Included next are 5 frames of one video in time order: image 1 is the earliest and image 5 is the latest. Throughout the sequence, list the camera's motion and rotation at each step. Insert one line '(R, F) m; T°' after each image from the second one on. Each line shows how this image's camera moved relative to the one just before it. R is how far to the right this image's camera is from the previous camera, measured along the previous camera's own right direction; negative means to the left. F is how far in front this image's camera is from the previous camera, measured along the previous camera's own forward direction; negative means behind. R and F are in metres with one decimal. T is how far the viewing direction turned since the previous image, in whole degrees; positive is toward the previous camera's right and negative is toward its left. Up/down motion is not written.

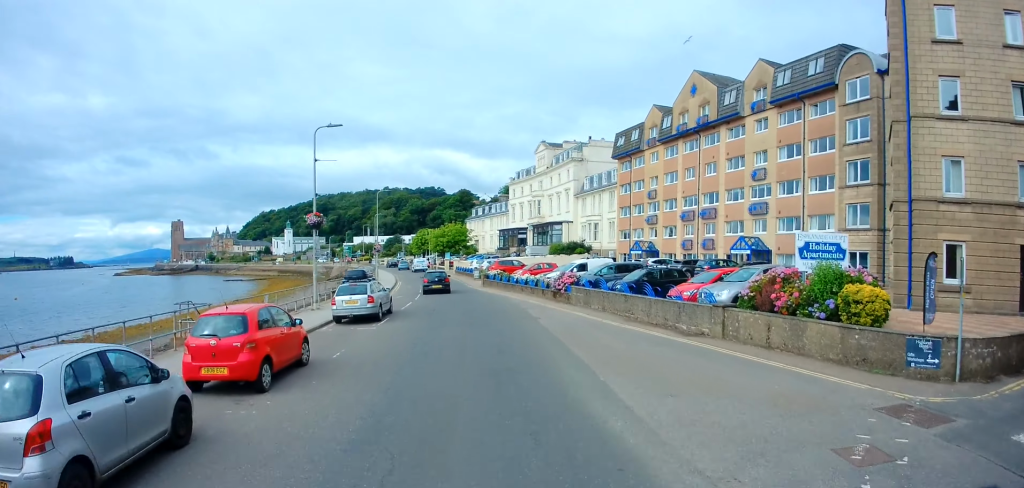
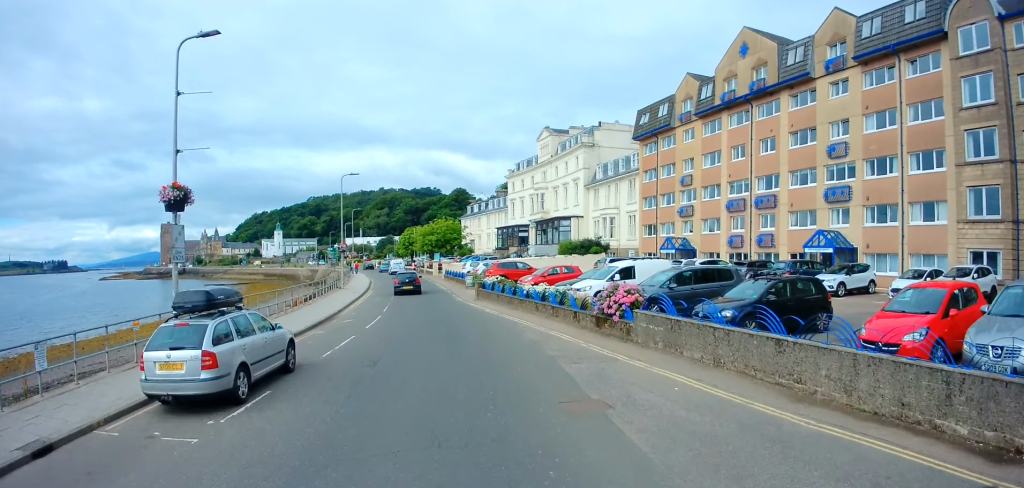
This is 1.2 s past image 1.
(-0.1, +10.3) m; -5°
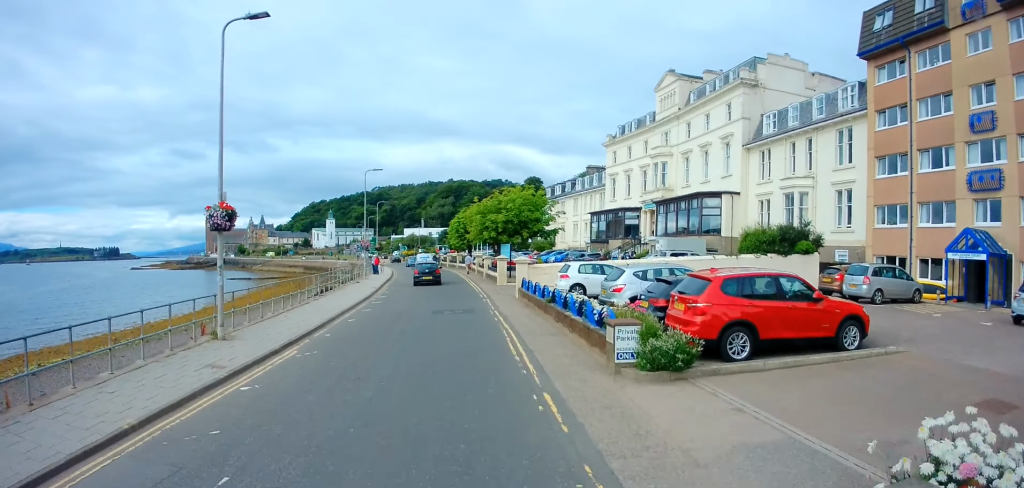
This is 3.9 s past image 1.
(-1.1, +24.9) m; -3°
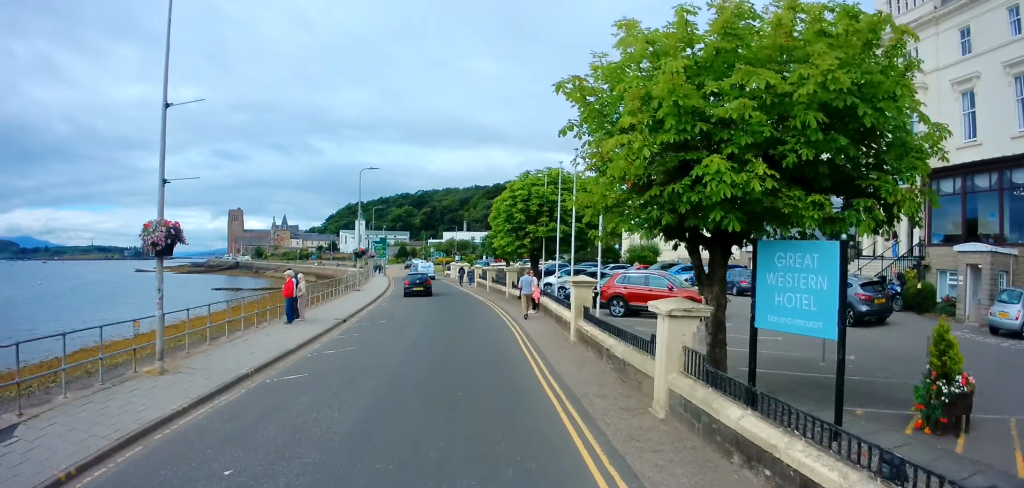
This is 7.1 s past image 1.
(-1.5, +32.9) m; -3°
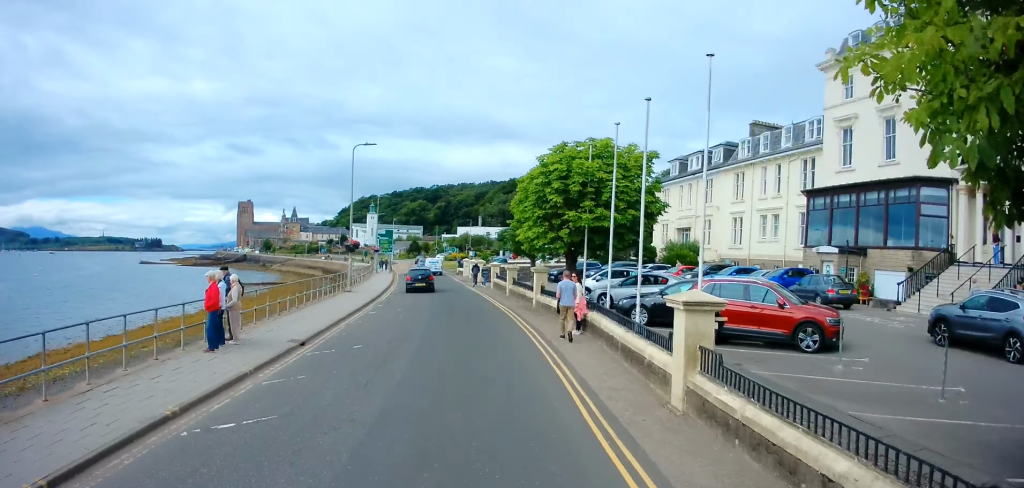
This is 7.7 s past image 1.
(0.0, +7.2) m; -1°
